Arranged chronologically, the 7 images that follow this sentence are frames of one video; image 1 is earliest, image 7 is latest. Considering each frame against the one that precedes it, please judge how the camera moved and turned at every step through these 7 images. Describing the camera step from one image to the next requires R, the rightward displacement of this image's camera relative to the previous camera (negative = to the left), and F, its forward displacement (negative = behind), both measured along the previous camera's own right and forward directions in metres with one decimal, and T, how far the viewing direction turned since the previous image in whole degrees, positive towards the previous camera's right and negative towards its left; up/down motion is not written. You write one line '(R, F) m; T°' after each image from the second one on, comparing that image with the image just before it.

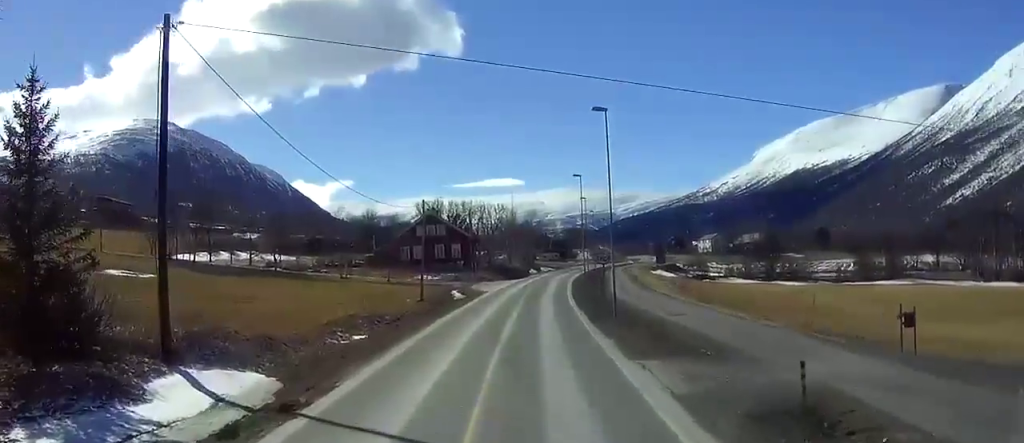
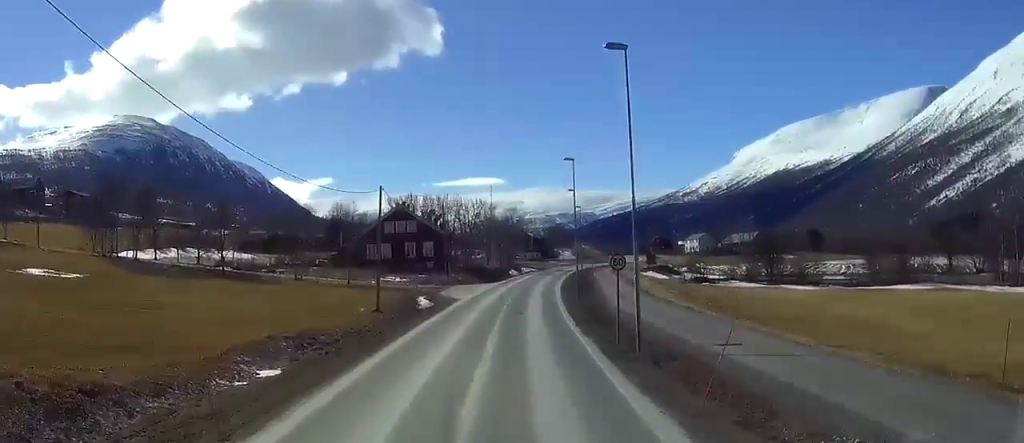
(+0.1, +15.0) m; +1°
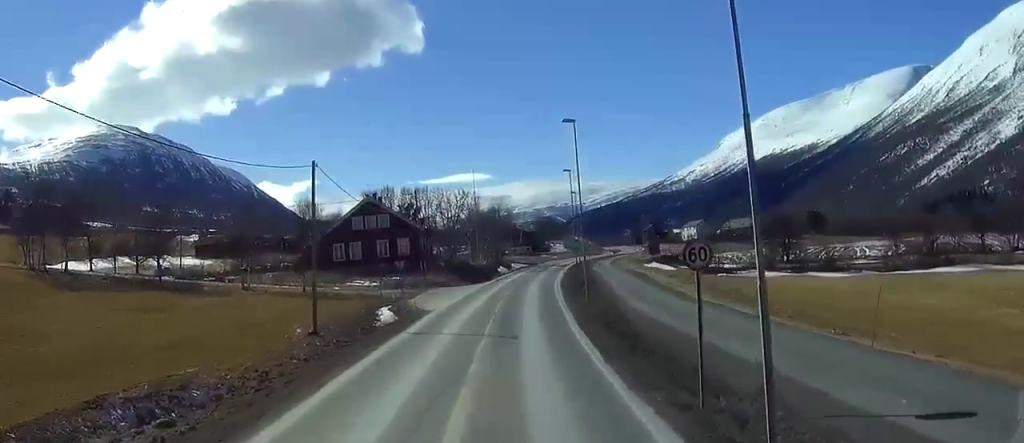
(+0.2, +17.8) m; +1°
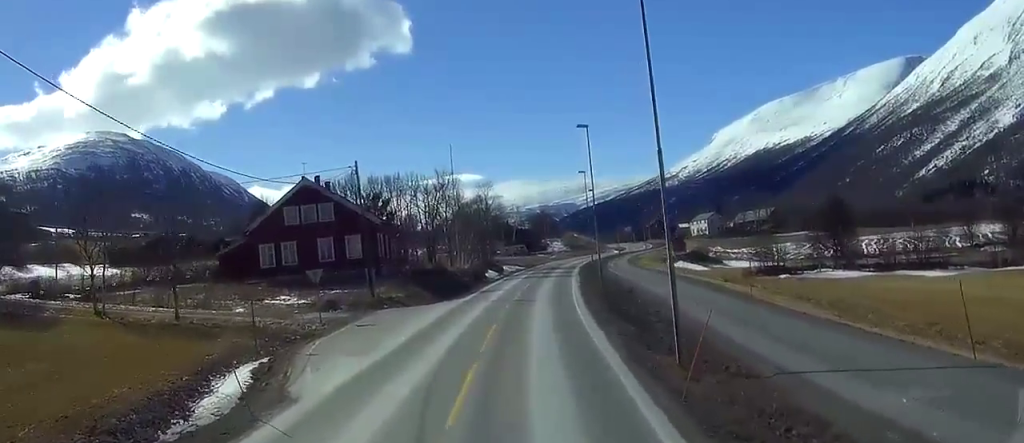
(+0.1, +32.4) m; 0°
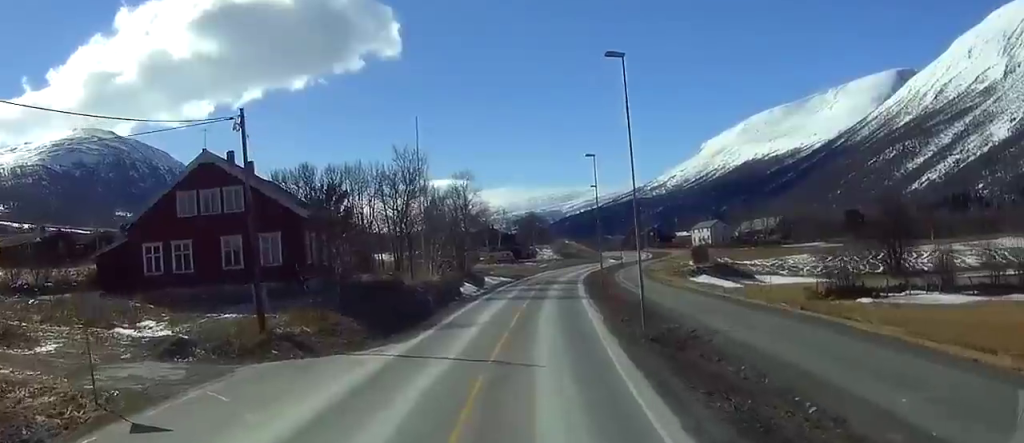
(+0.1, +25.8) m; +1°
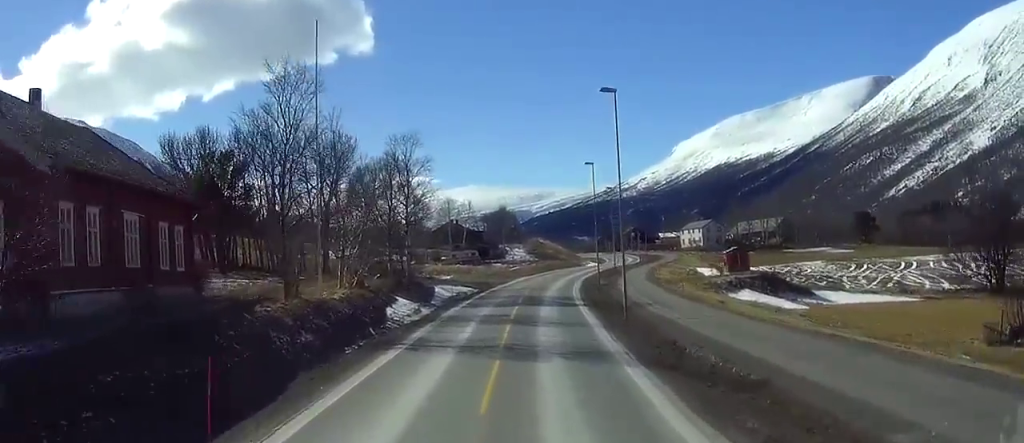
(+0.5, +32.1) m; +2°
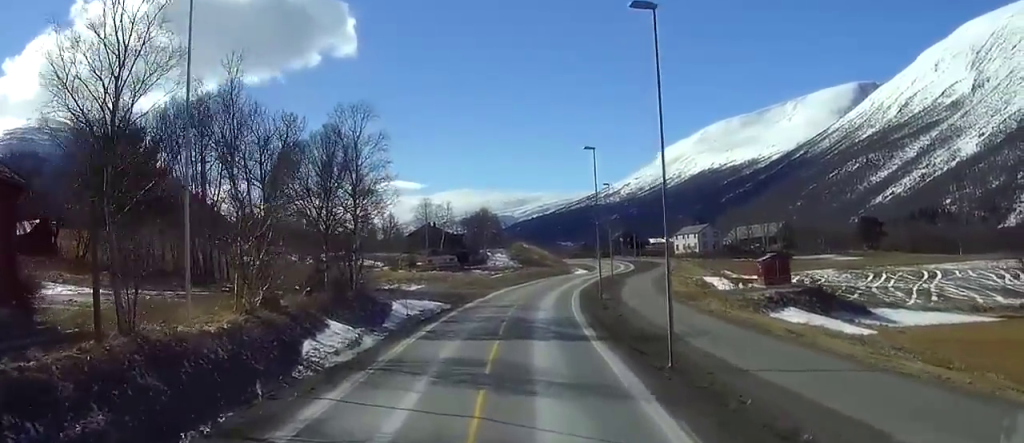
(+0.2, +16.7) m; +1°
